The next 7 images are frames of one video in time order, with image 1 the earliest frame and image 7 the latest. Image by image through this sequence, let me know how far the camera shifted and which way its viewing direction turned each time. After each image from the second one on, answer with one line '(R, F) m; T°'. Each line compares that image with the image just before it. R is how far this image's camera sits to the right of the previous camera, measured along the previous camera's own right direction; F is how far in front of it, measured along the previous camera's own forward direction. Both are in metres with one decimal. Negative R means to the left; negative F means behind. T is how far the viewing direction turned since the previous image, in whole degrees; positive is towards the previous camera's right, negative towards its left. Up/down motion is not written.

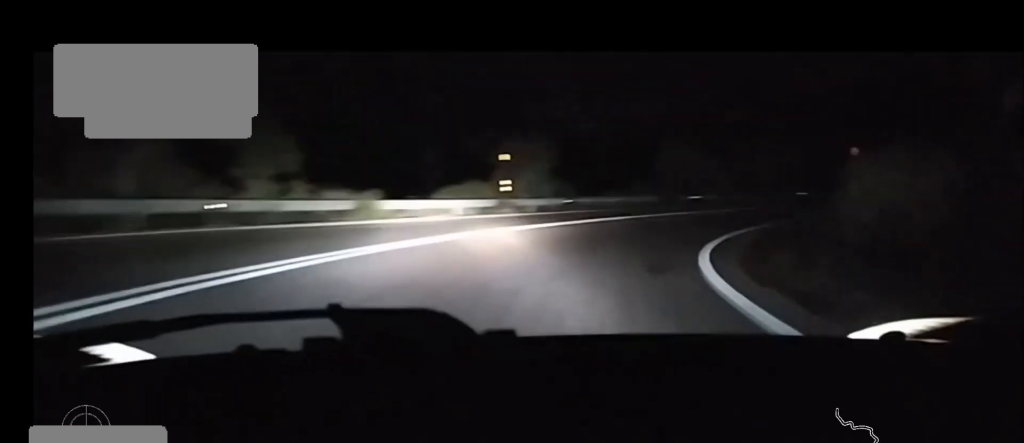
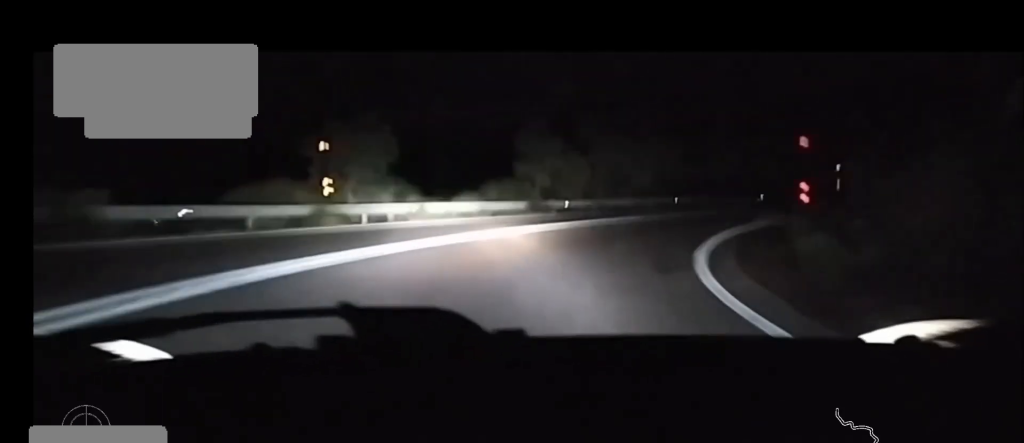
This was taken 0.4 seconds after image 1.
(+1.2, +7.3) m; +14°
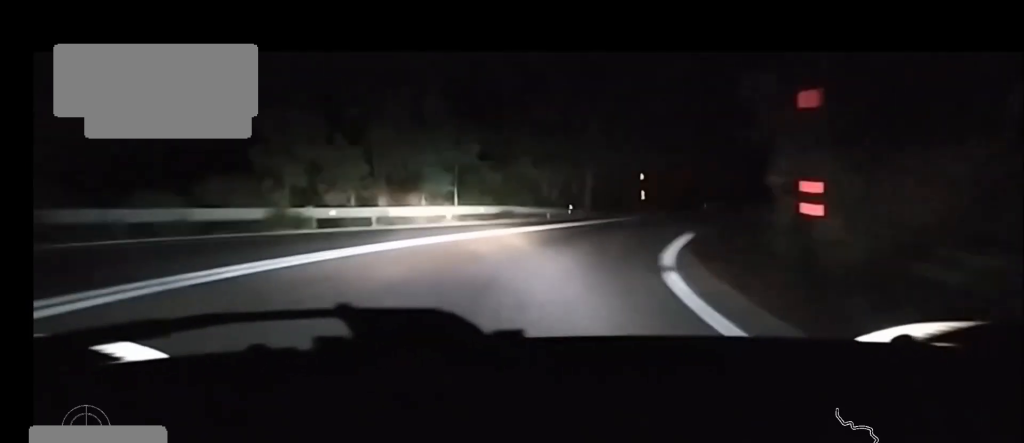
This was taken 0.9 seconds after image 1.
(+1.5, +9.0) m; +14°
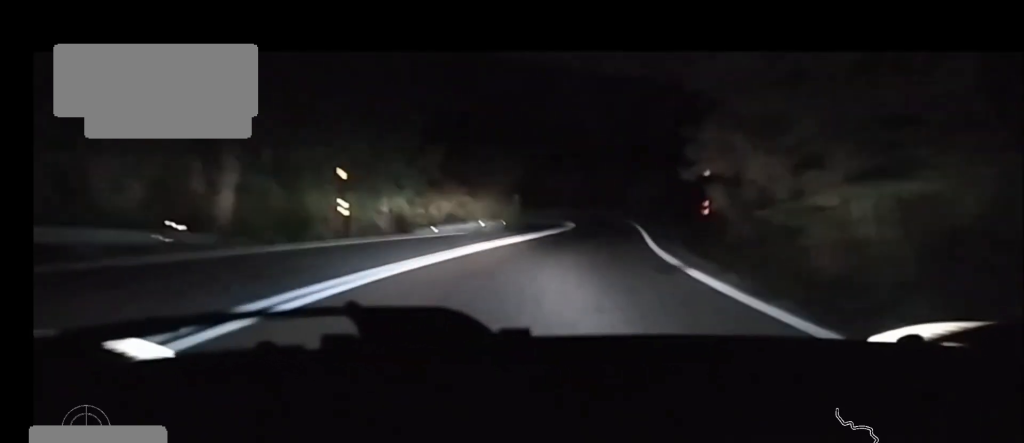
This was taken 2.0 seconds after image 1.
(+4.3, +19.5) m; +21°
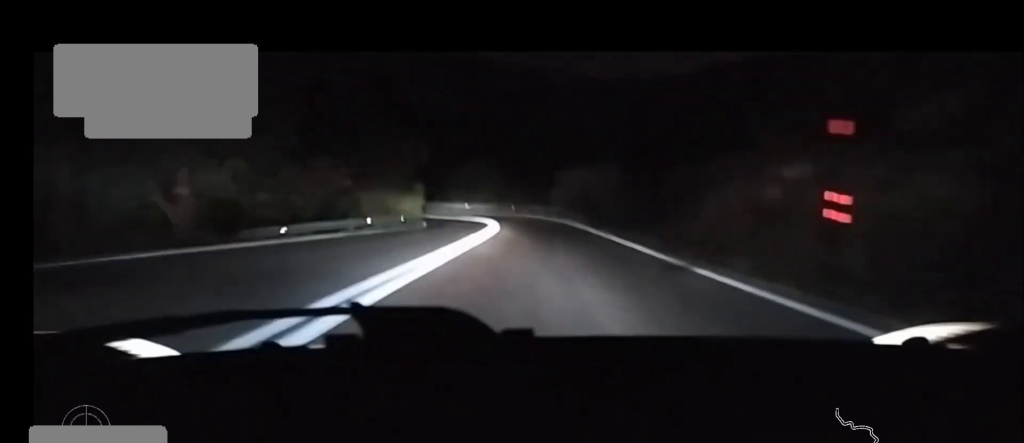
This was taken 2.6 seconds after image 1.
(+1.1, +11.0) m; +6°
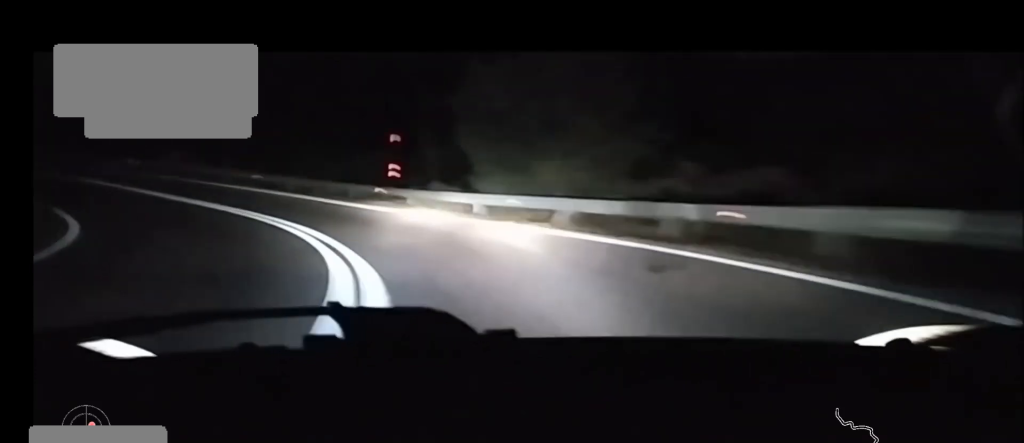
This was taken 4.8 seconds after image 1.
(+1.3, +42.3) m; -12°
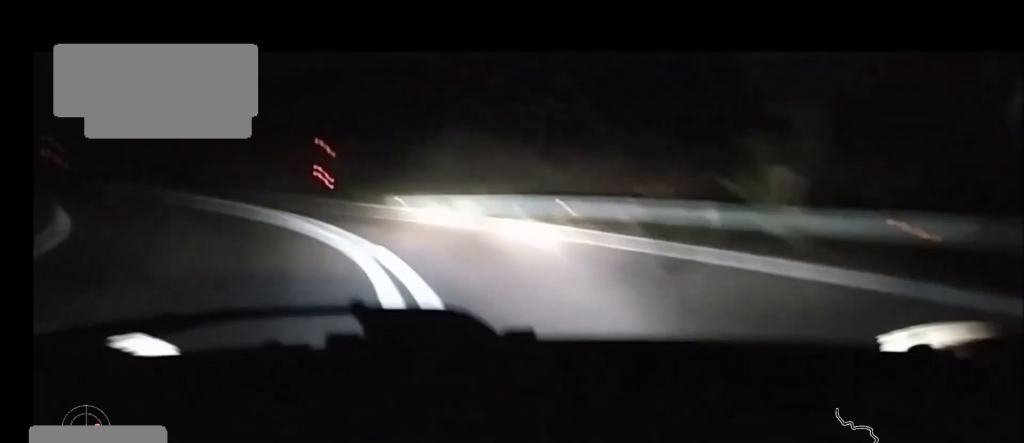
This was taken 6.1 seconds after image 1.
(-6.0, +23.8) m; -38°
